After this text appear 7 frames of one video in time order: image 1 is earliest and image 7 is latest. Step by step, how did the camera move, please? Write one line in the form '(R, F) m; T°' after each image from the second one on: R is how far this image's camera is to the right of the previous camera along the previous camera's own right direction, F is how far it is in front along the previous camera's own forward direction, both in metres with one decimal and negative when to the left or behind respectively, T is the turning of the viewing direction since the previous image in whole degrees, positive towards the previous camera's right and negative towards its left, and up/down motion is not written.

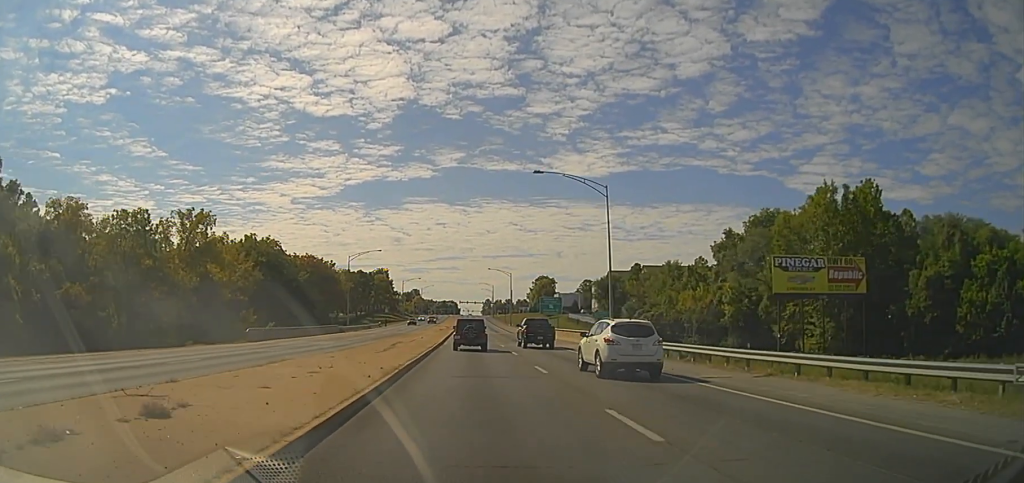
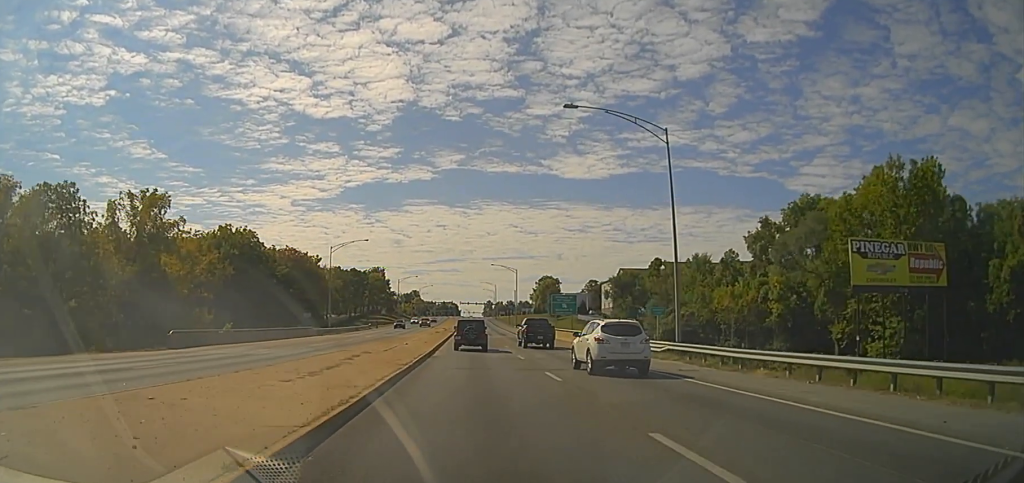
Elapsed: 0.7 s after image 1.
(-0.3, +14.5) m; 0°
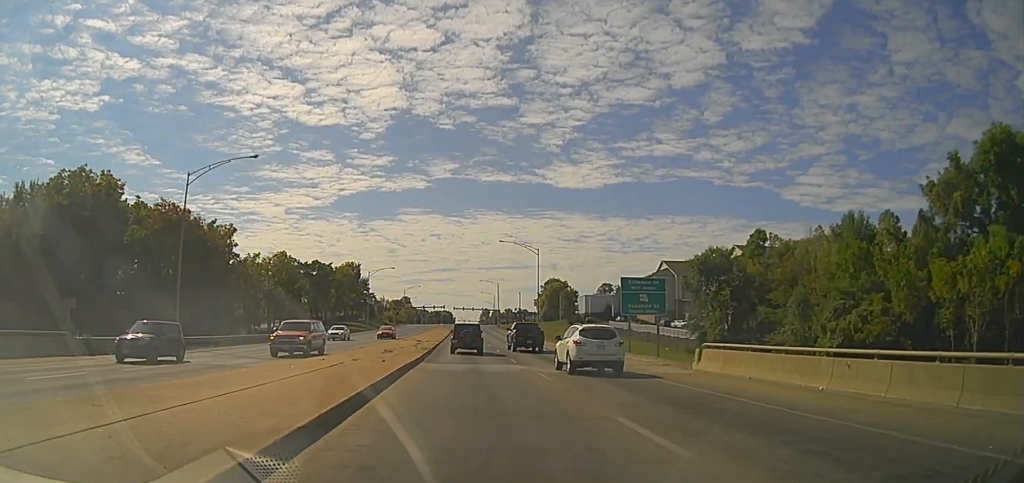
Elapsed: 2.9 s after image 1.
(+1.1, +43.1) m; +1°
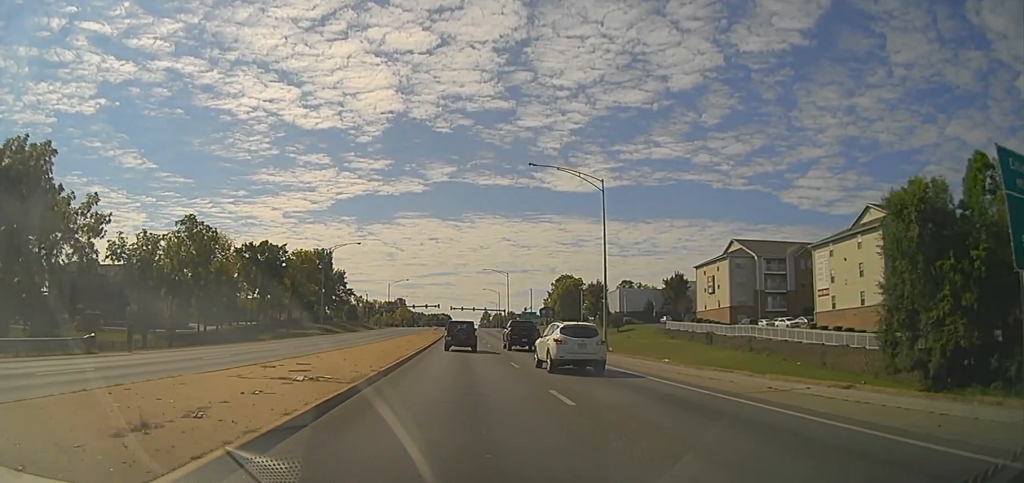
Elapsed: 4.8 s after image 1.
(-1.3, +45.2) m; -2°
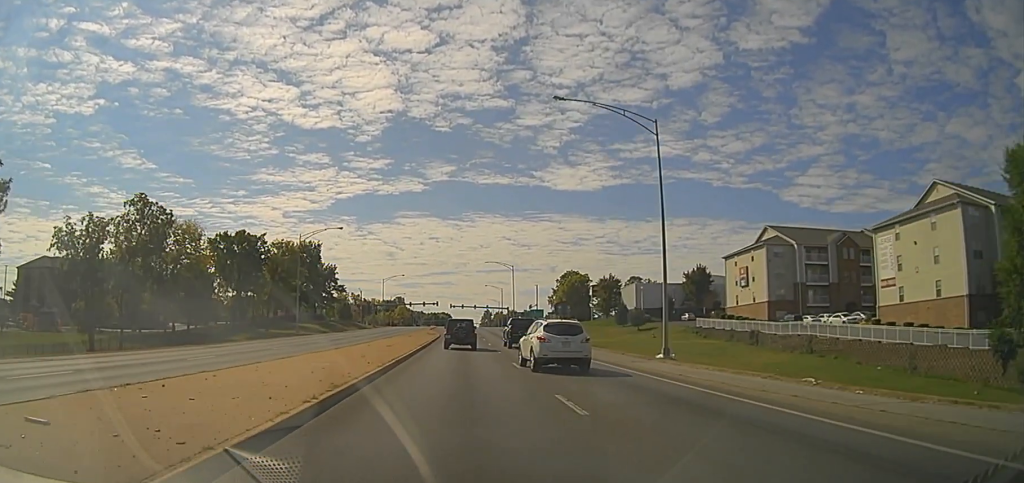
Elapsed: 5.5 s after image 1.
(+0.1, +14.2) m; +1°
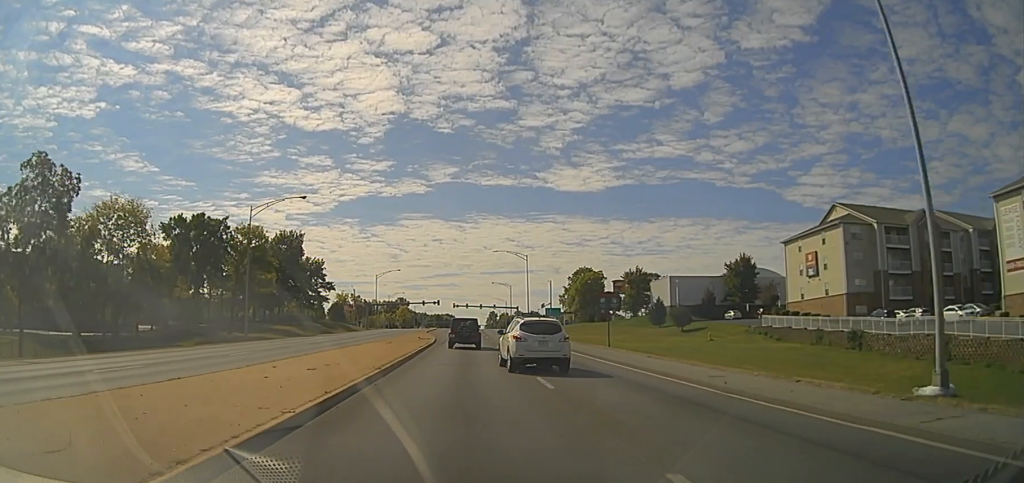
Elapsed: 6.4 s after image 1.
(+0.2, +20.7) m; 0°
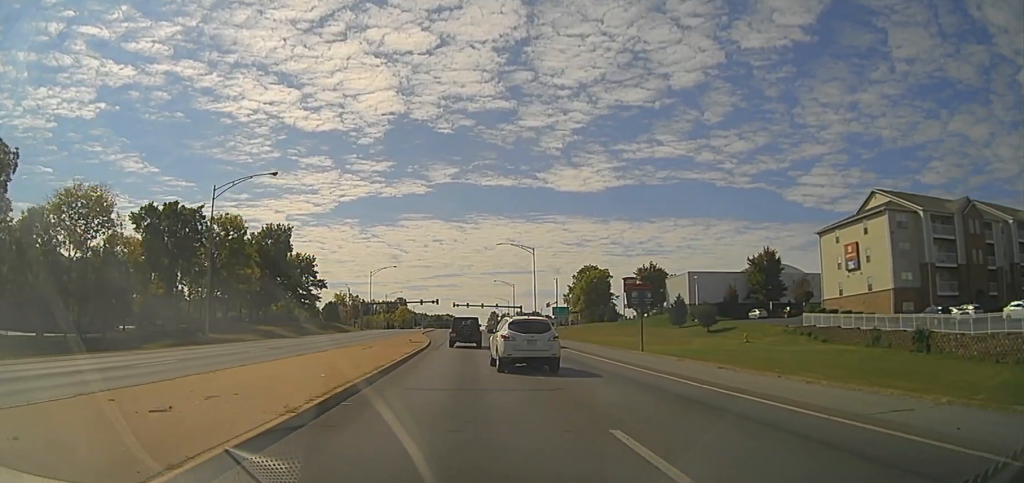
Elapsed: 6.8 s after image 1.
(+0.1, +9.9) m; 0°
